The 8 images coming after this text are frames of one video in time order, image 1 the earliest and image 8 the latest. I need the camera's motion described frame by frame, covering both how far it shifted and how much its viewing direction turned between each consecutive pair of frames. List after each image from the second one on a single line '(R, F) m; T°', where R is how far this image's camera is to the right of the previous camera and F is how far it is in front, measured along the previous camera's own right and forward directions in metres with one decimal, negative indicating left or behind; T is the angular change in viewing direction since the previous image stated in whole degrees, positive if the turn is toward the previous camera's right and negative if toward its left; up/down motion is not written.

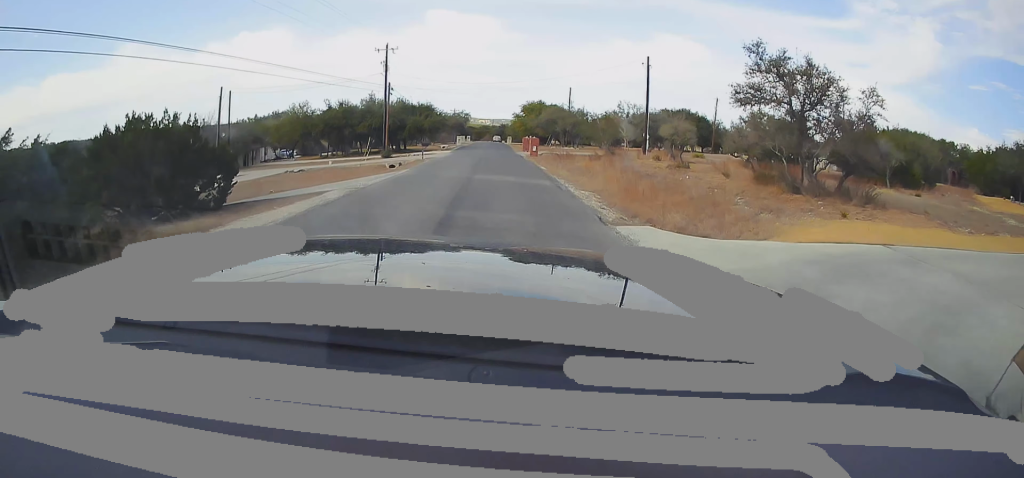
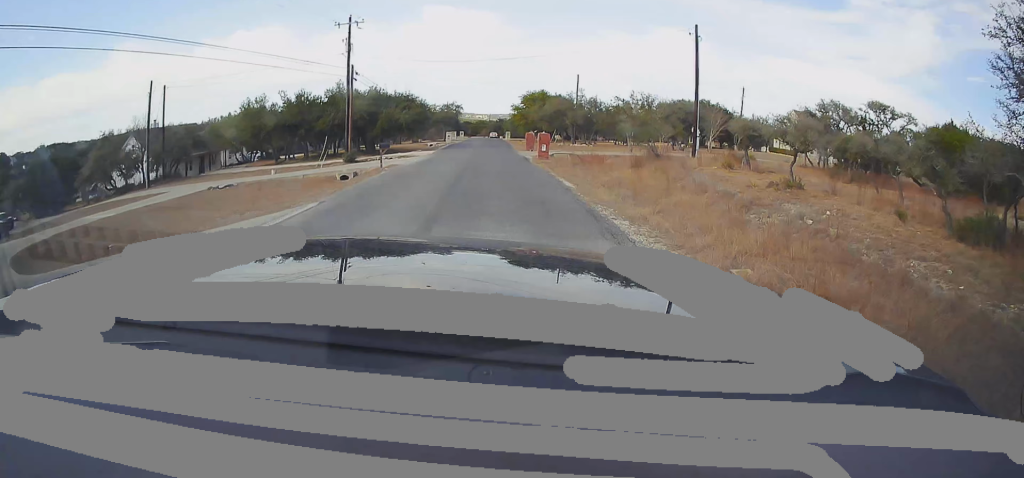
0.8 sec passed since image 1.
(0.0, +12.4) m; -1°
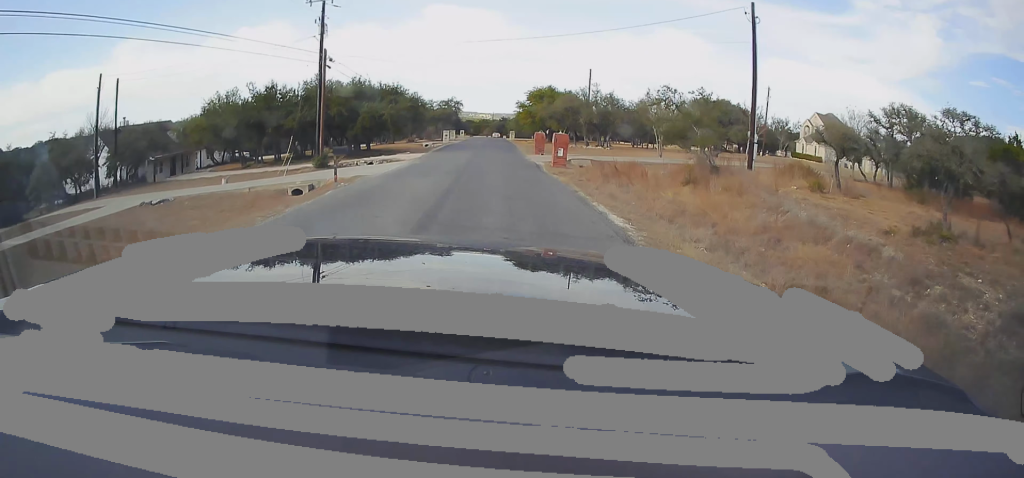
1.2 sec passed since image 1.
(+0.2, +7.6) m; -1°
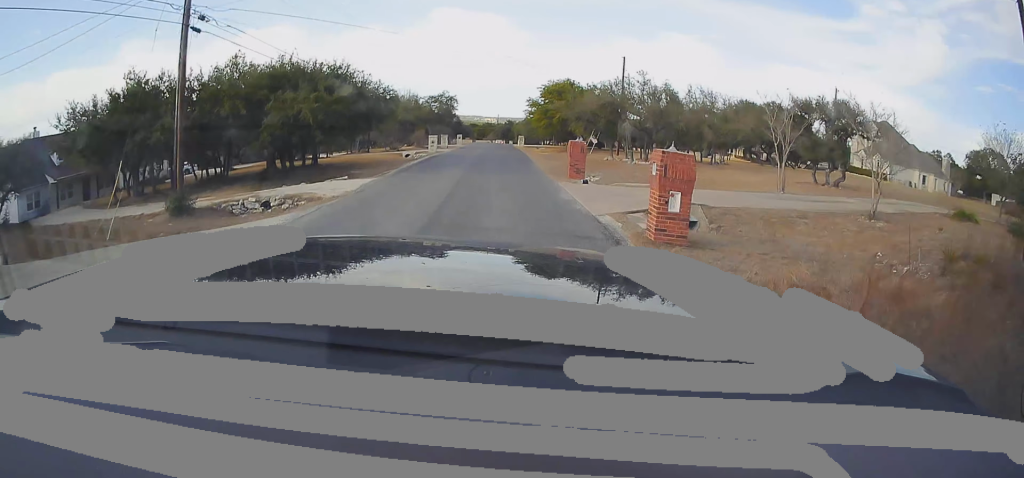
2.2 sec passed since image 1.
(-0.8, +17.1) m; -1°
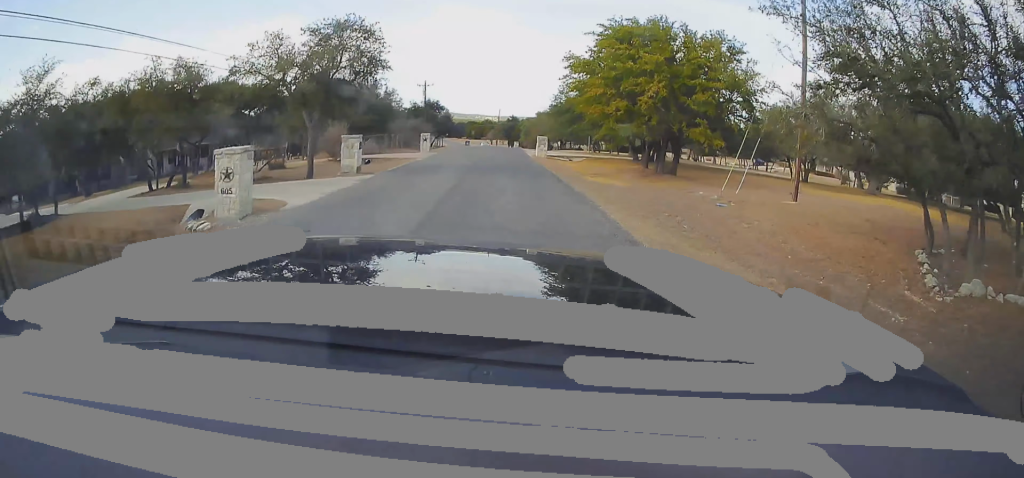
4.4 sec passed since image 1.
(+1.2, +34.1) m; +2°
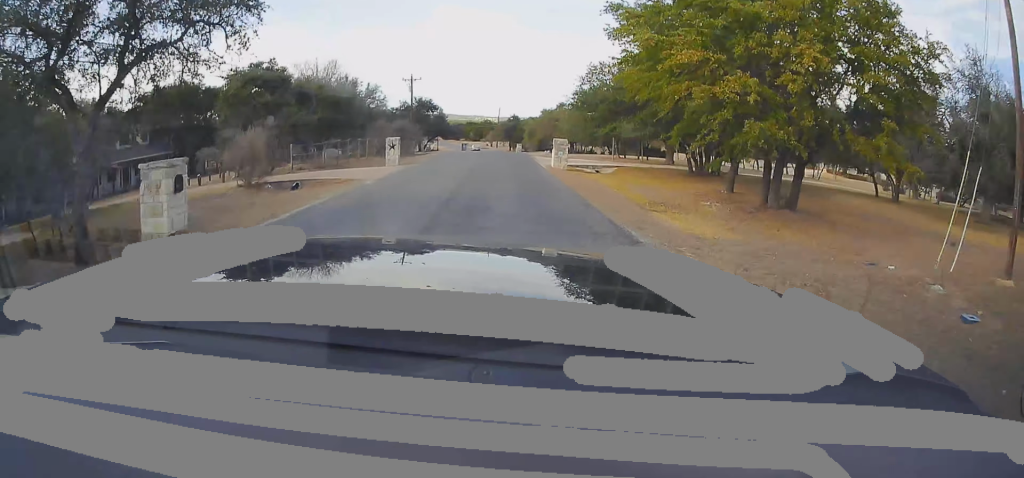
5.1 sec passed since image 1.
(+0.1, +12.0) m; 0°
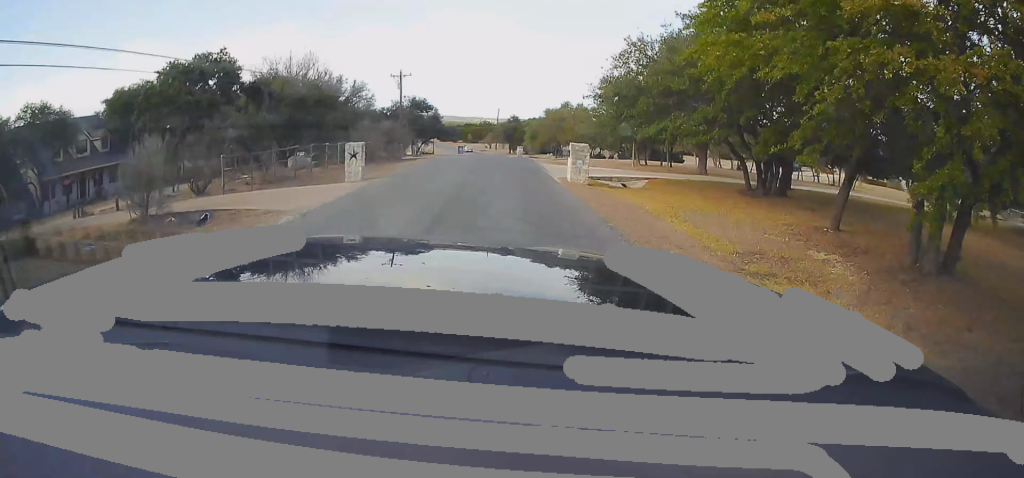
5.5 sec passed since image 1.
(0.0, +6.7) m; 0°
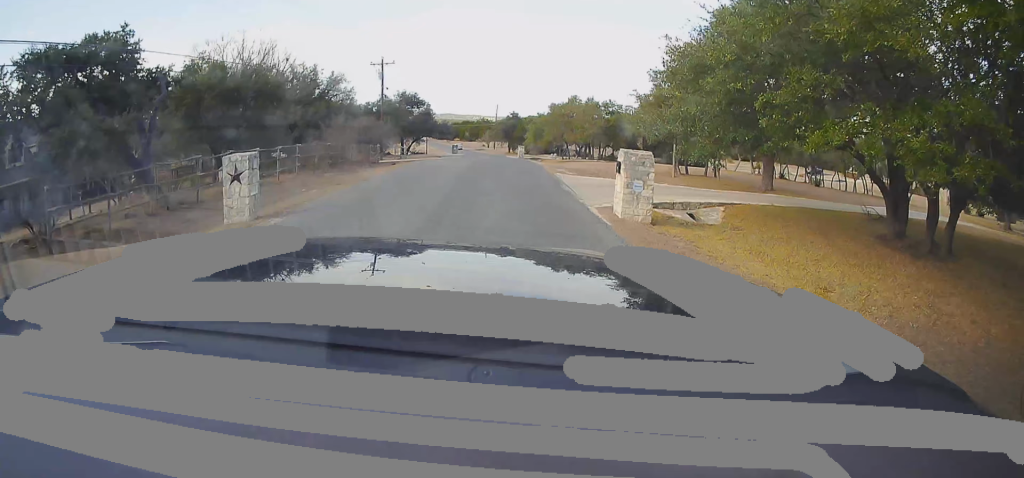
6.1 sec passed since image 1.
(0.0, +9.4) m; 0°
